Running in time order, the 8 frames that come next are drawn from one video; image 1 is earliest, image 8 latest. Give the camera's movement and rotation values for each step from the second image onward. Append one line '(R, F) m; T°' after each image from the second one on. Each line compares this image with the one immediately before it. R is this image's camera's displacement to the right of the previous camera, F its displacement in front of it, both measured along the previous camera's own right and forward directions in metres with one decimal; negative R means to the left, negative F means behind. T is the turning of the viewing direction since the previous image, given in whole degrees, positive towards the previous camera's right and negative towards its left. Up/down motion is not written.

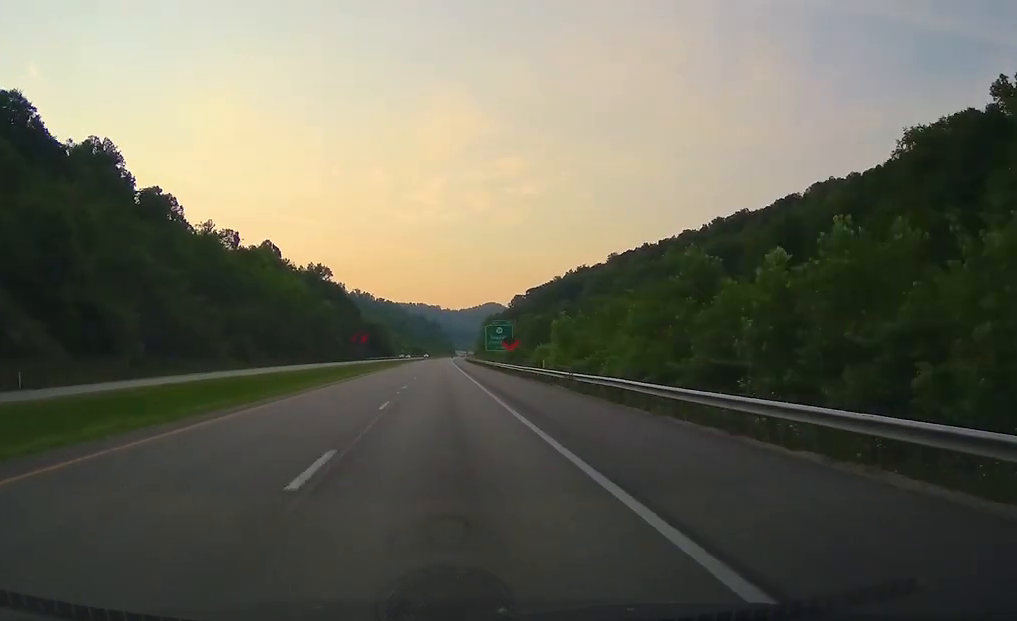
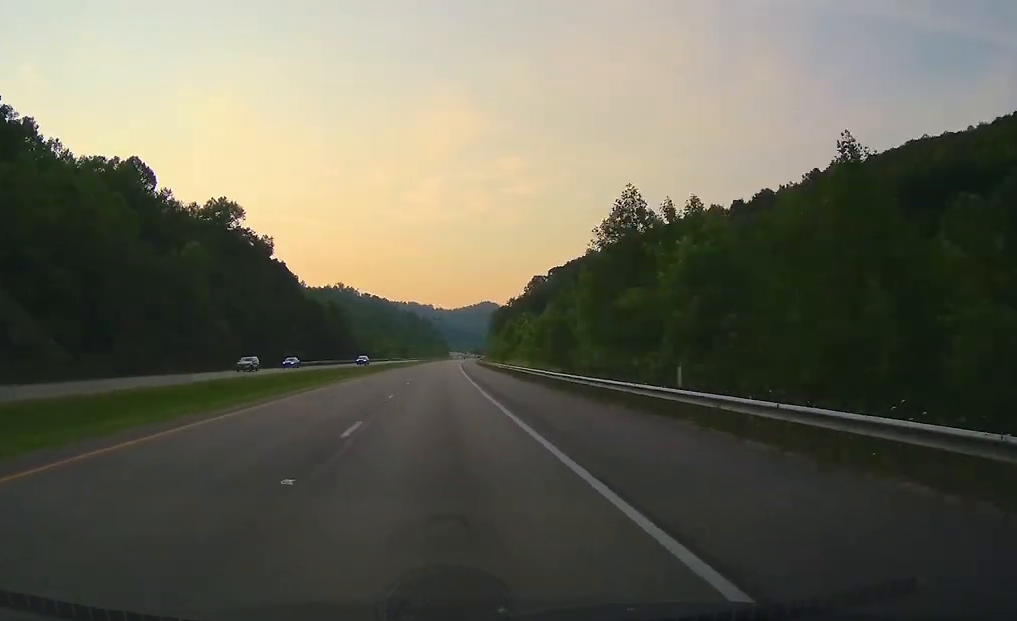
(+0.9, +117.2) m; +1°
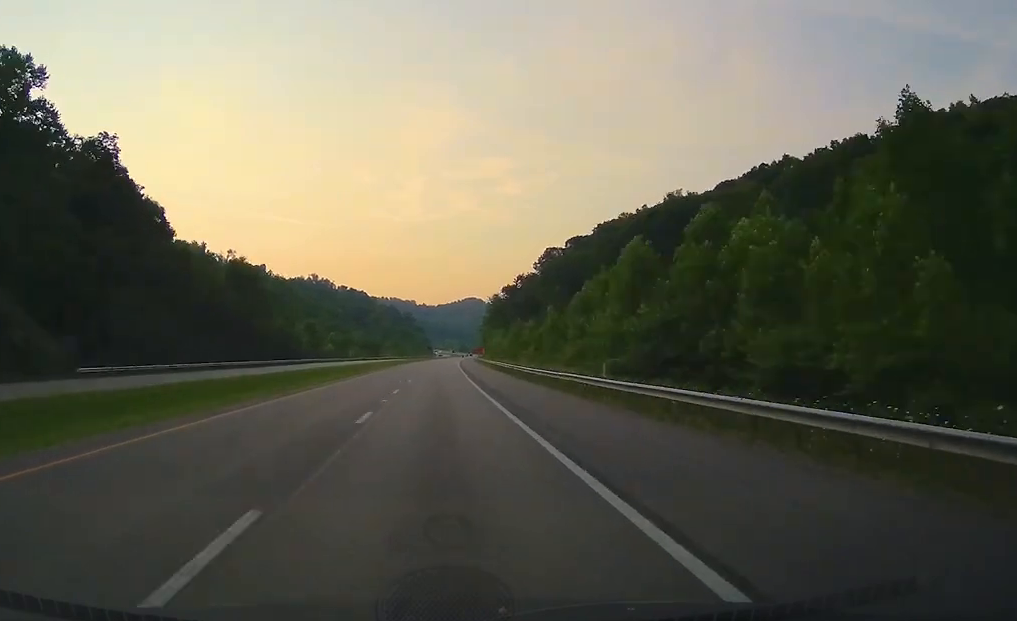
(+0.6, +81.6) m; +1°
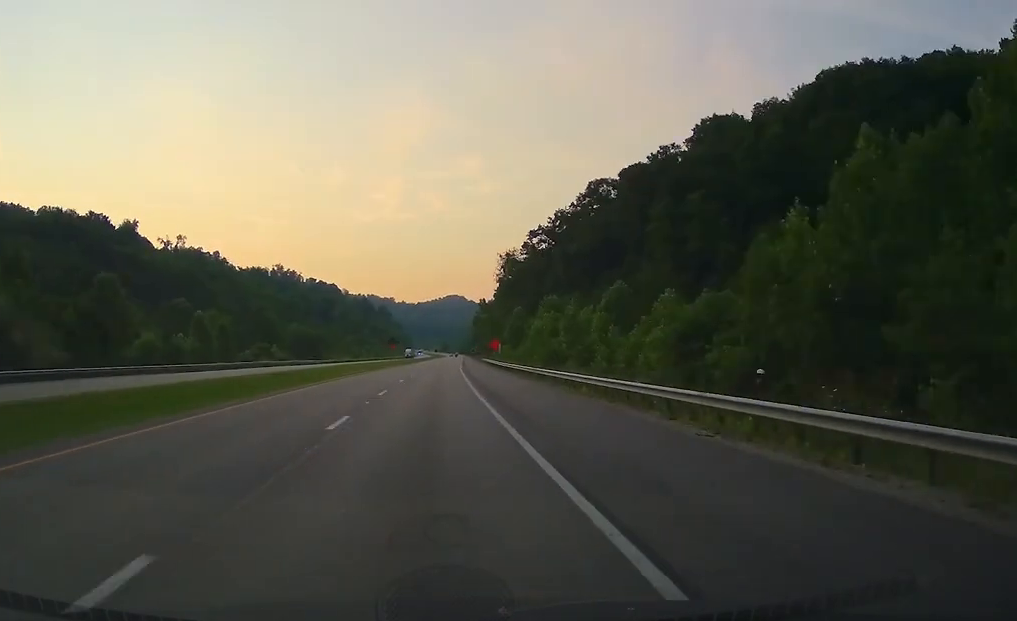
(+1.8, +97.7) m; +1°
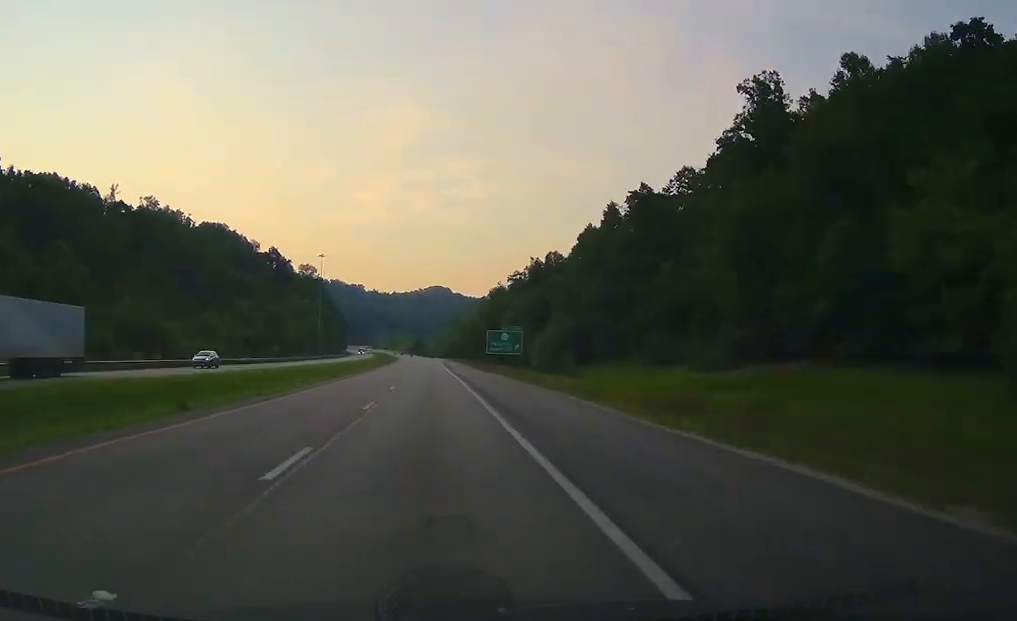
(+1.9, +326.6) m; -1°
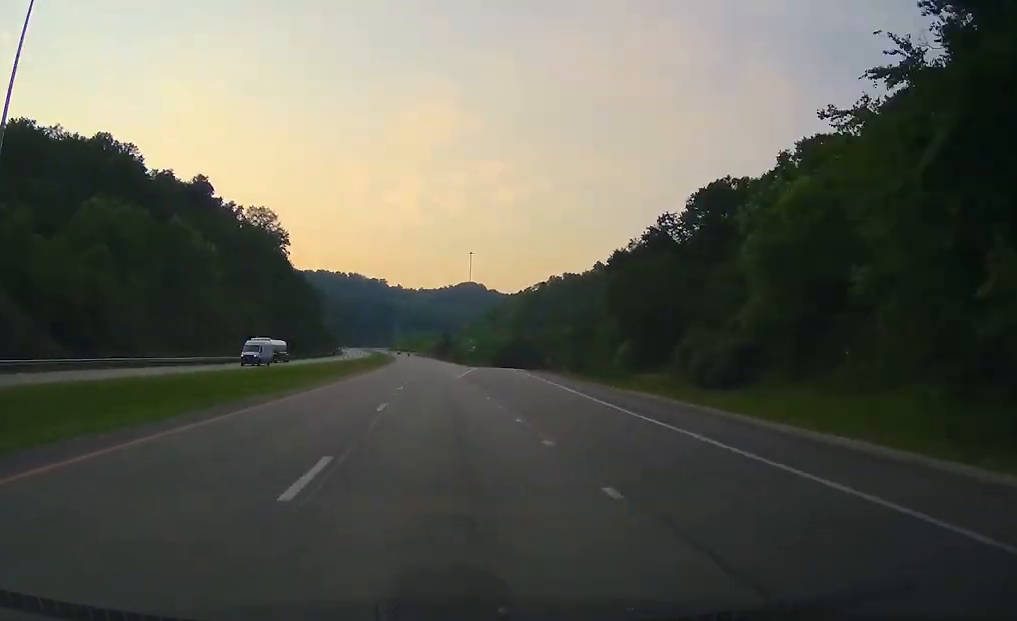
(-4.5, +188.5) m; -3°
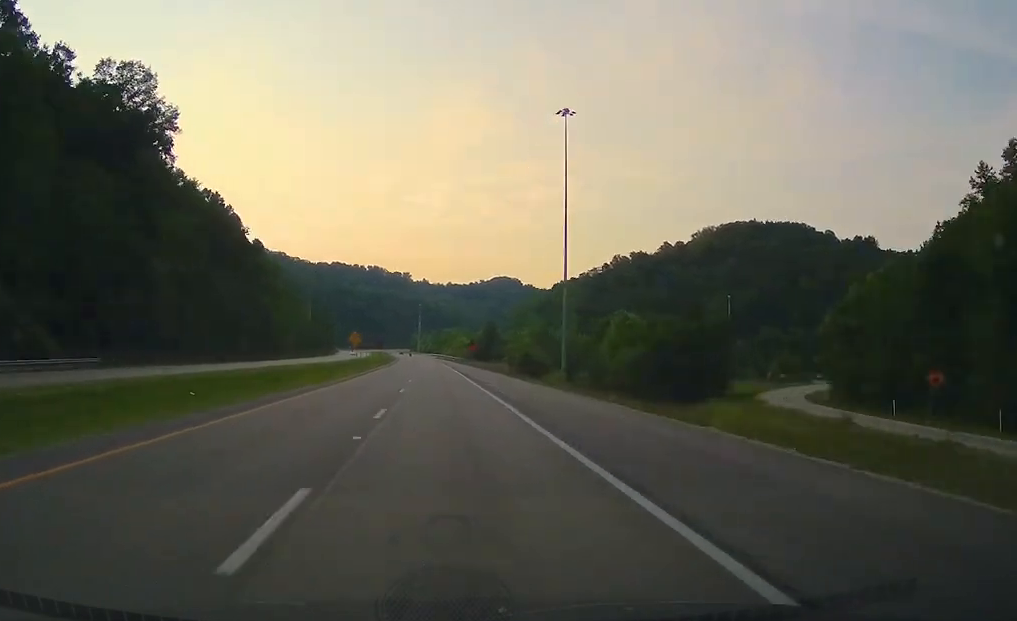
(-3.0, +138.8) m; -2°
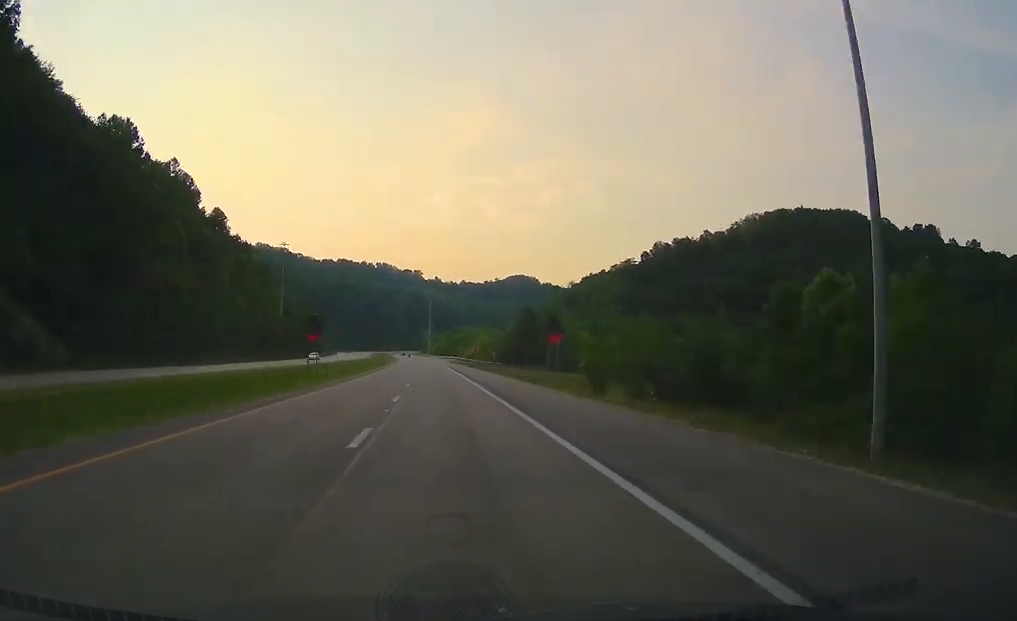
(-0.5, +67.5) m; -1°
